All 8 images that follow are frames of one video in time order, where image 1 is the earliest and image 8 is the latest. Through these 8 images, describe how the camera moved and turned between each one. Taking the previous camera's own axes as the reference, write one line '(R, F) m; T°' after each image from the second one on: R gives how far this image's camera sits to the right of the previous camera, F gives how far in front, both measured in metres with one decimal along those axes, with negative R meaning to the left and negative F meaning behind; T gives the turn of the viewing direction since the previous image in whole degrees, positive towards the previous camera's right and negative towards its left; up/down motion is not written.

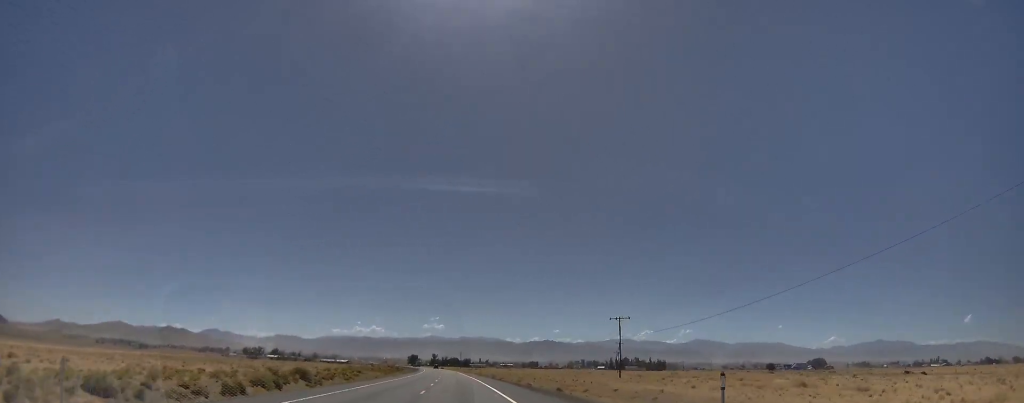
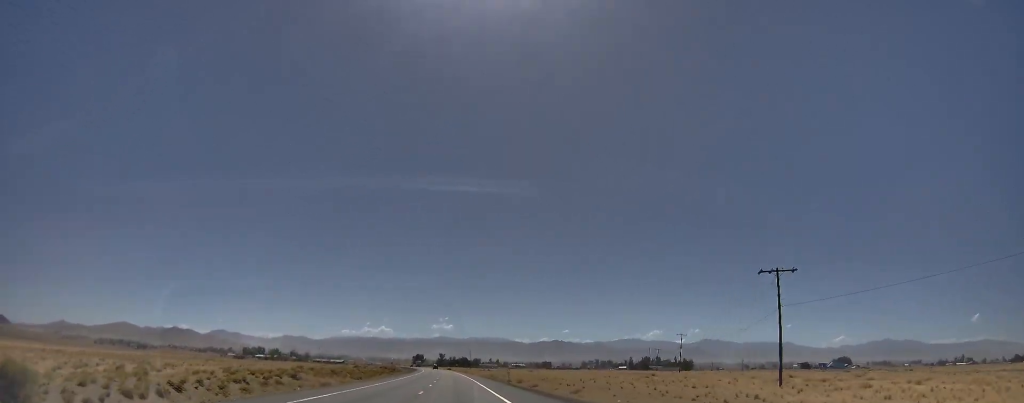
(0.0, +51.4) m; 0°
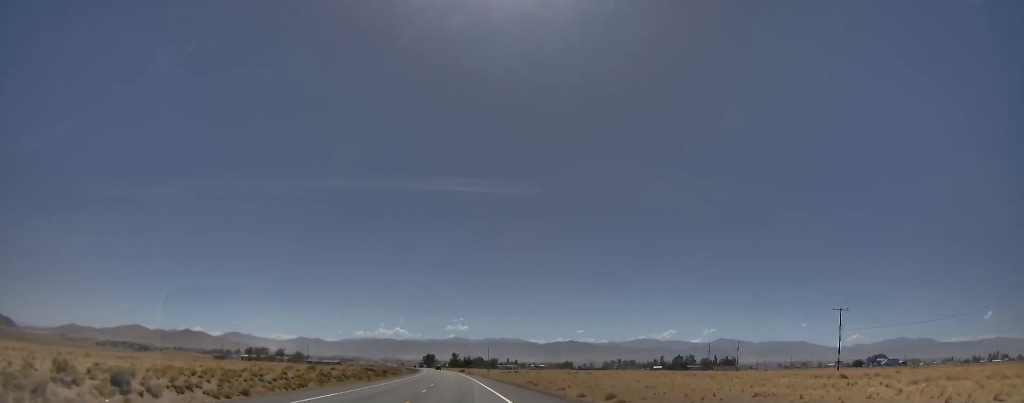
(+1.3, +64.7) m; +2°
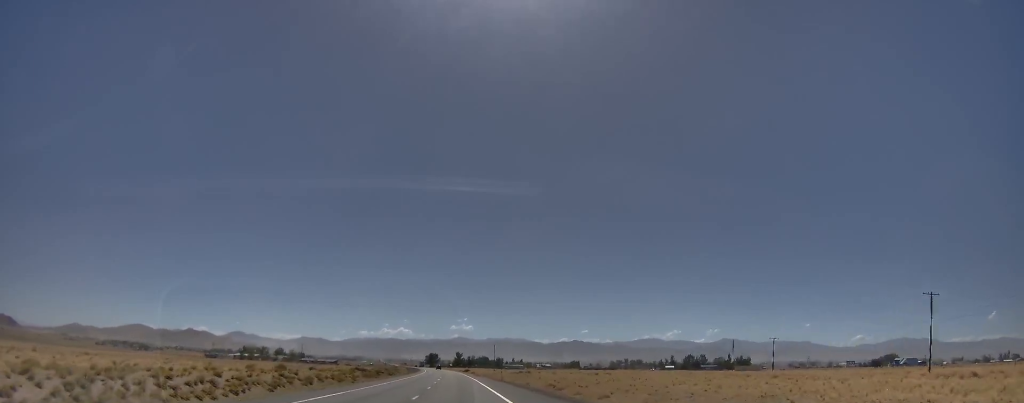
(+0.2, +19.9) m; +1°
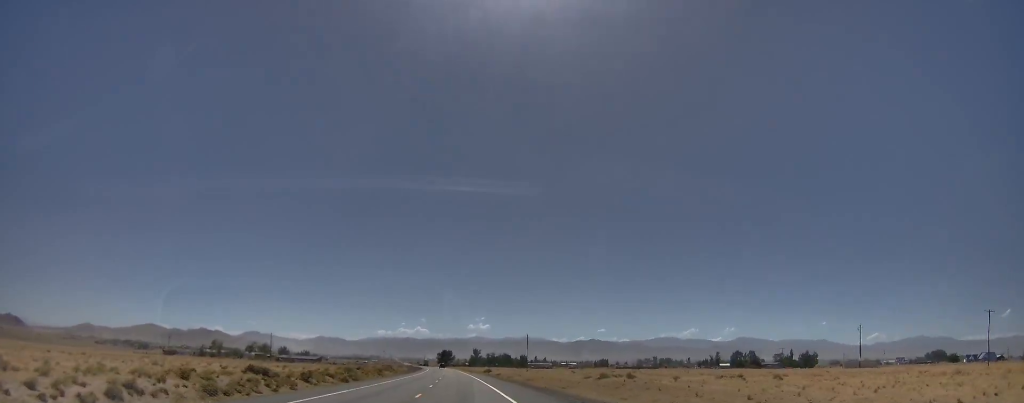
(+2.2, +72.5) m; +2°
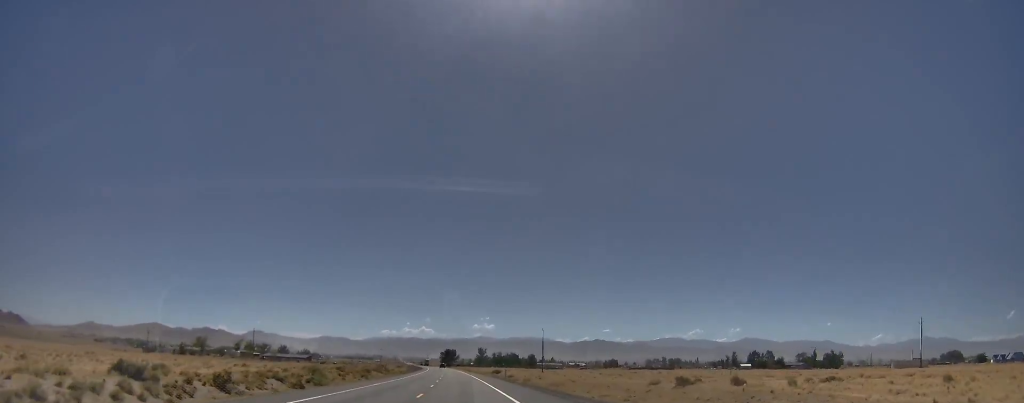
(-0.2, +24.5) m; -1°
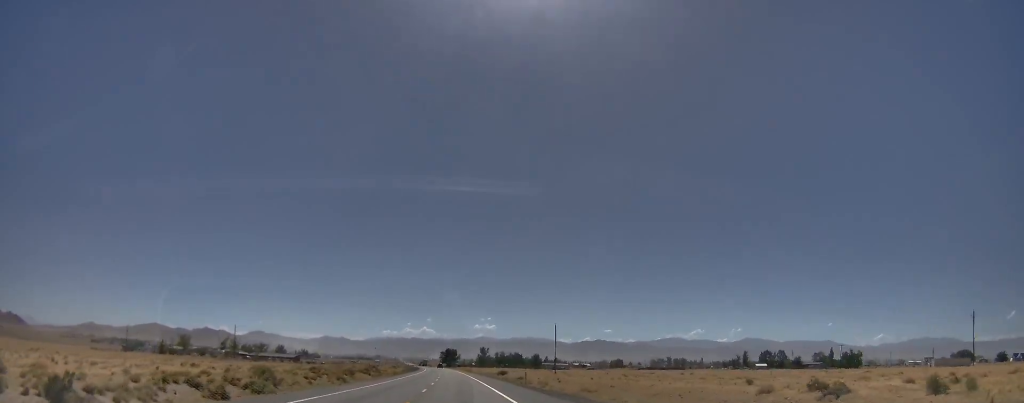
(-0.4, +18.9) m; -1°
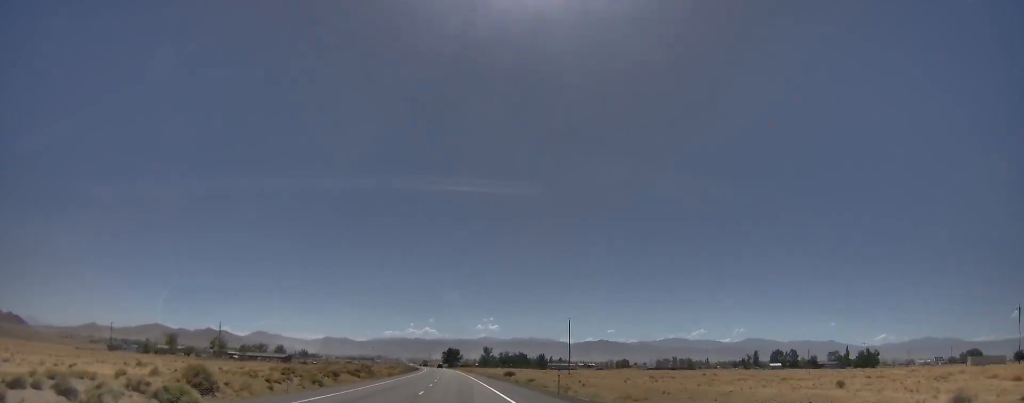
(+0.1, +14.3) m; +1°
